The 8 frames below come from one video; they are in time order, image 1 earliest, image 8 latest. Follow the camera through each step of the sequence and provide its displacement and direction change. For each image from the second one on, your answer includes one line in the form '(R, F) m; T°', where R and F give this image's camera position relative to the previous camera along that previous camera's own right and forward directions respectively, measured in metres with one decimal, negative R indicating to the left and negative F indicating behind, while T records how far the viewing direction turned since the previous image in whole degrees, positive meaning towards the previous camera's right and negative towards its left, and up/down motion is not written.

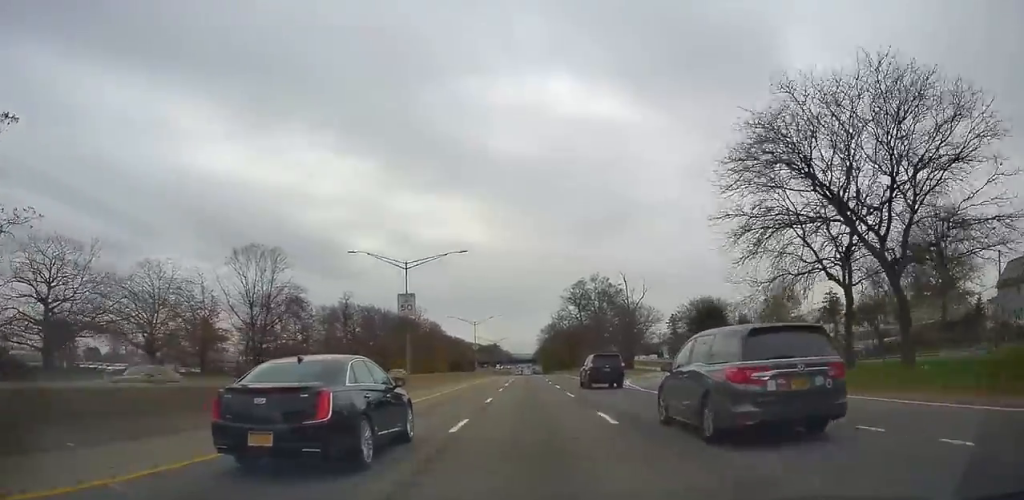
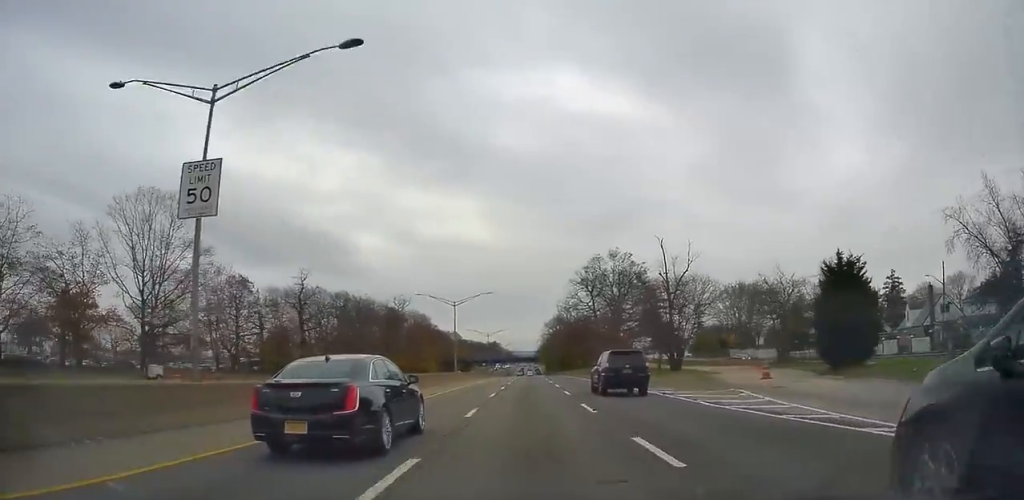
(+0.3, +26.5) m; 0°
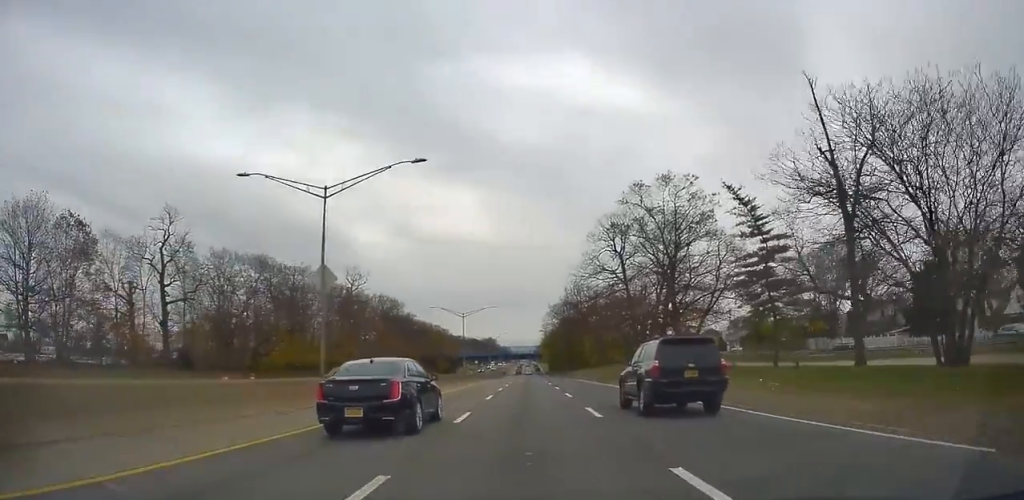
(-0.6, +42.0) m; -2°
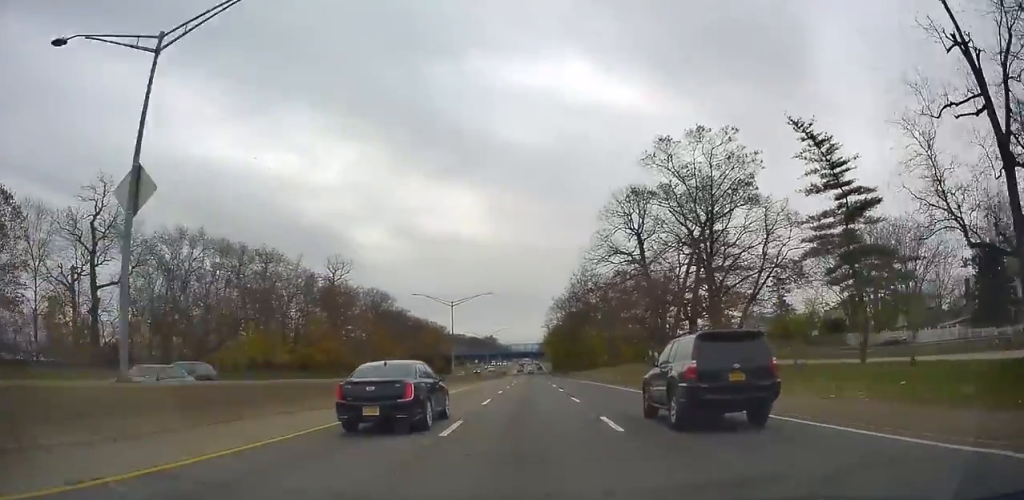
(-0.3, +12.7) m; 0°
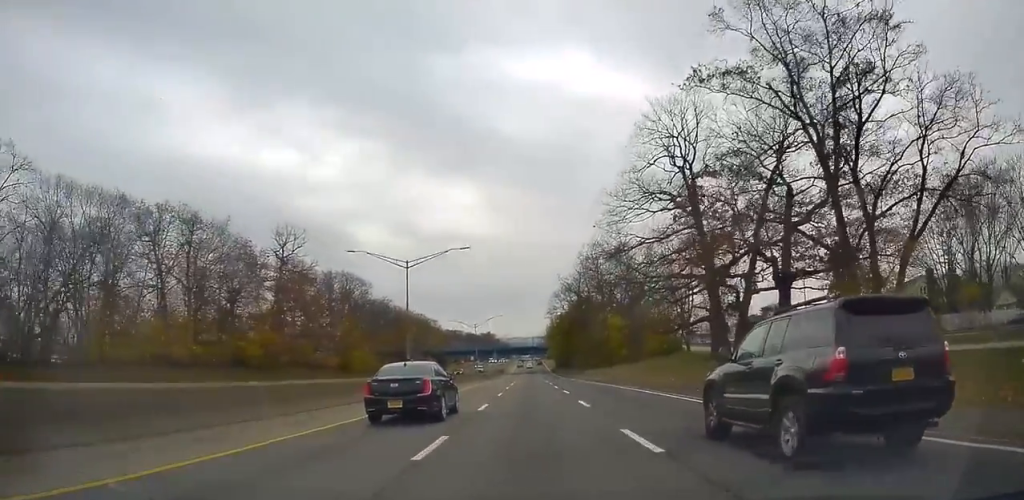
(+0.4, +23.3) m; +1°
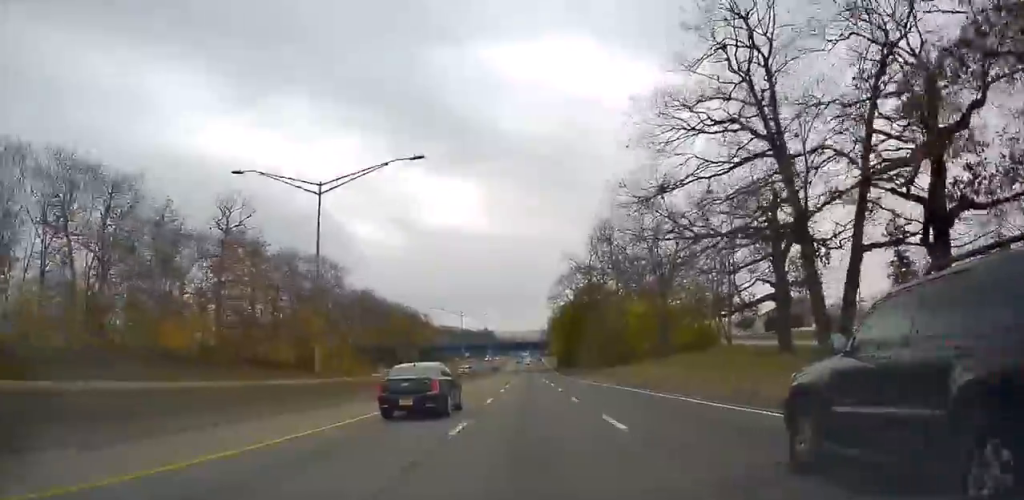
(+0.2, +17.1) m; 0°
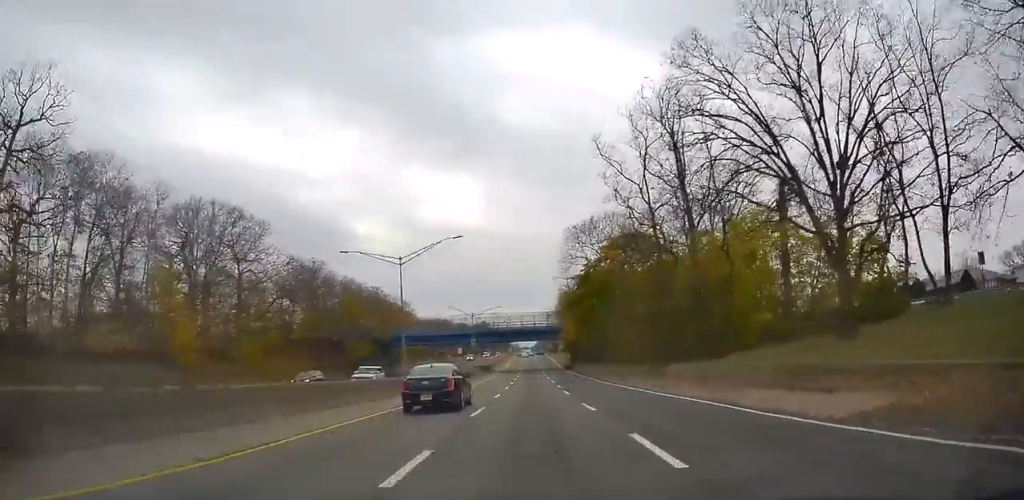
(-0.4, +35.7) m; -1°
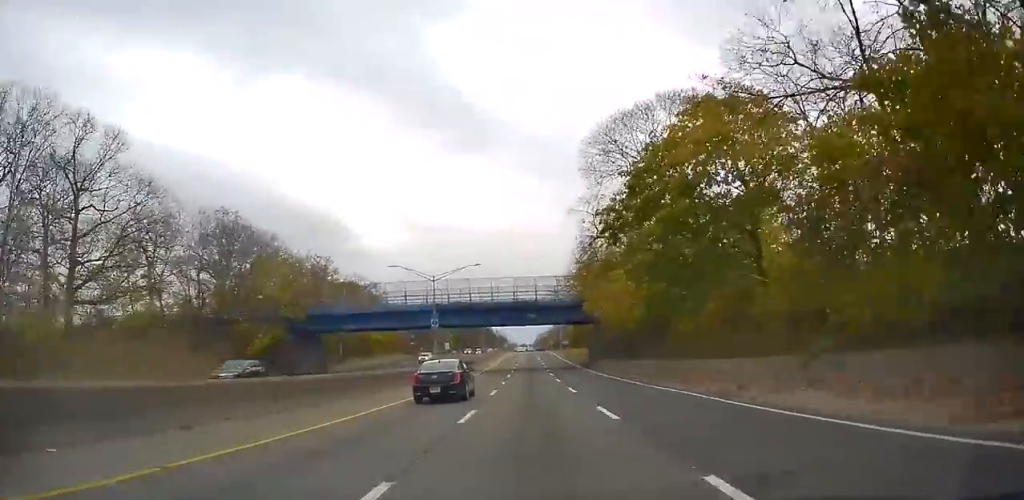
(0.0, +32.7) m; 0°
